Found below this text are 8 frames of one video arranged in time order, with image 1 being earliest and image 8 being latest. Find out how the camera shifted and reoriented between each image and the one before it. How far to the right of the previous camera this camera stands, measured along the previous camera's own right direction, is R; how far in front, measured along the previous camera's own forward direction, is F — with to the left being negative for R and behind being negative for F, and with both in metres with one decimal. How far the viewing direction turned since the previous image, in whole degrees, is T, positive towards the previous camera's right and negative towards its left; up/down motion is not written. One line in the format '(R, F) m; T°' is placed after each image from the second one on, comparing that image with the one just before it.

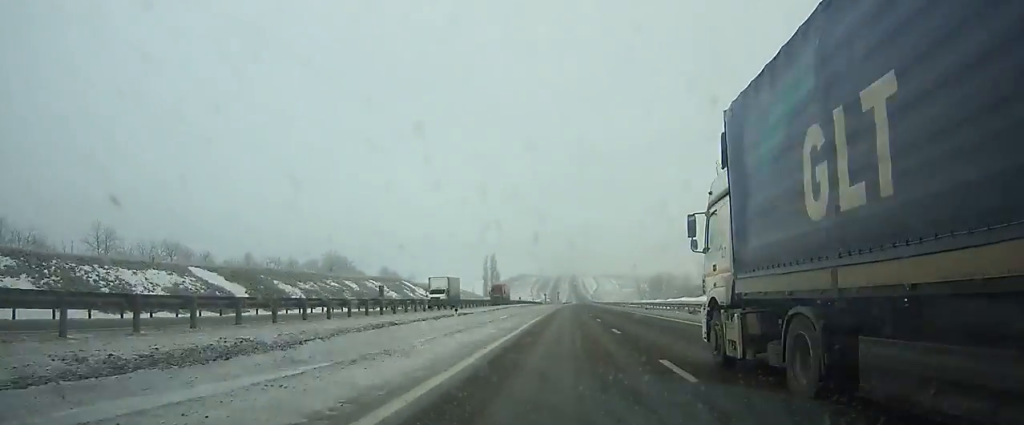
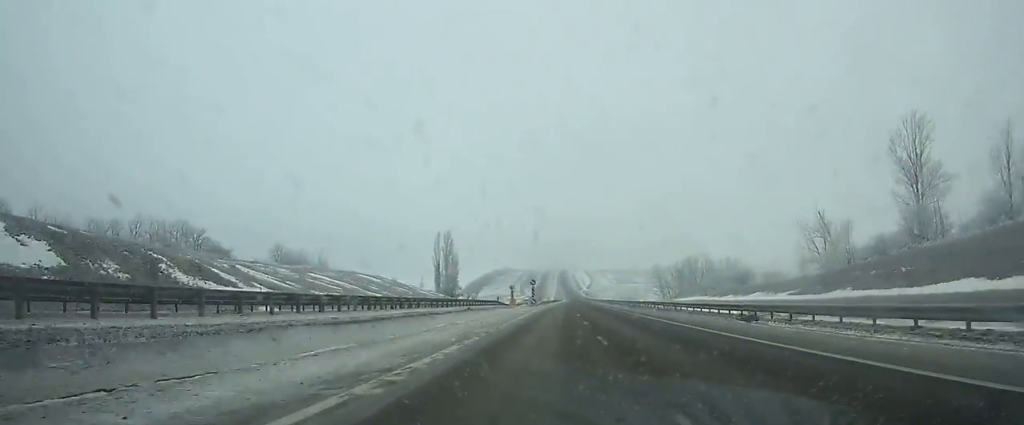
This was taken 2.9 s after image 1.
(+0.7, +96.5) m; +1°
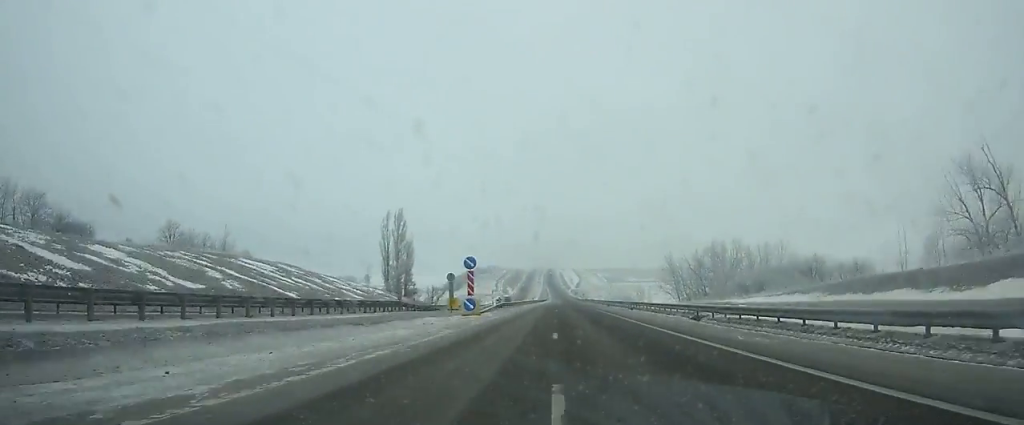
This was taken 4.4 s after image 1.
(+0.2, +48.7) m; 0°
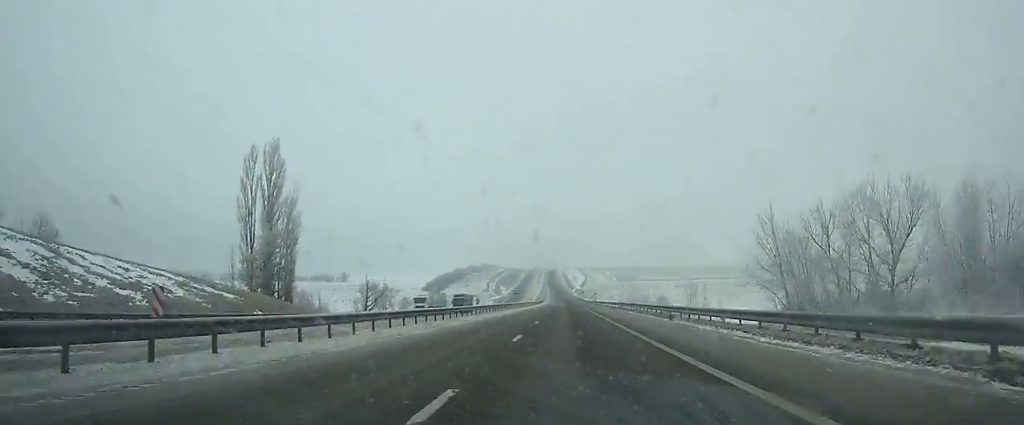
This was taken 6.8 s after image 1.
(+0.5, +75.8) m; 0°
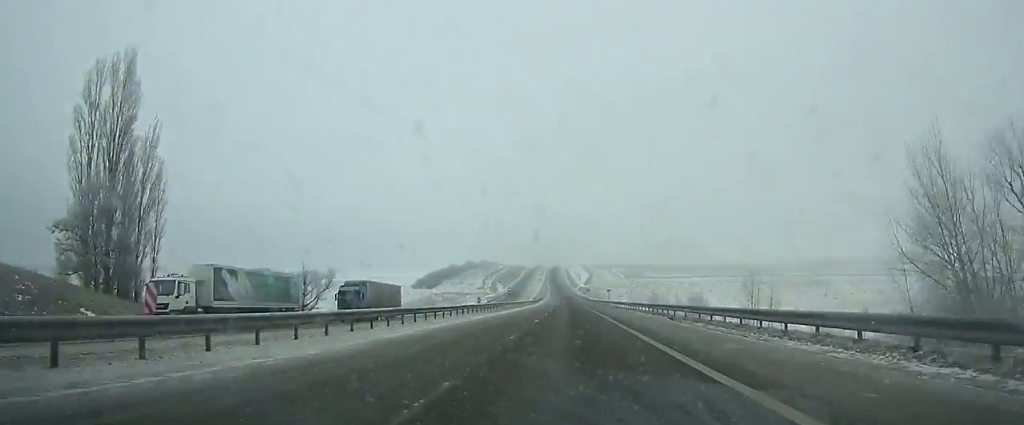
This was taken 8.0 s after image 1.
(0.0, +35.7) m; 0°
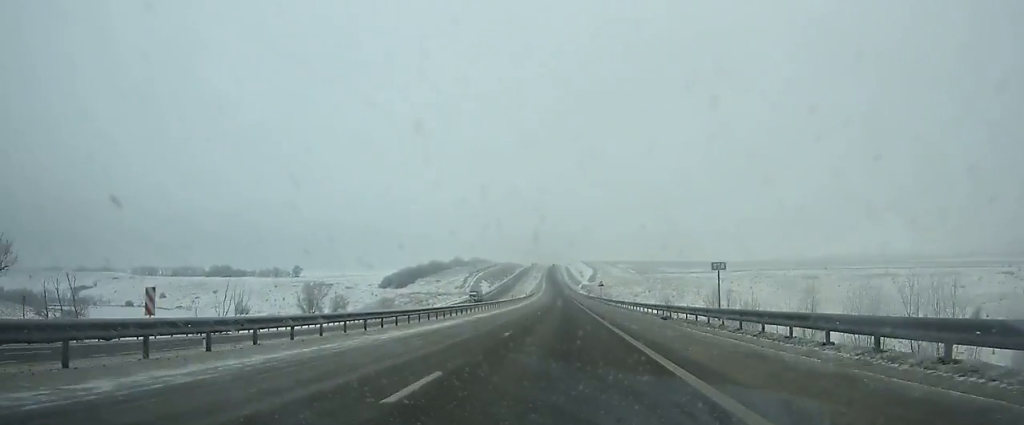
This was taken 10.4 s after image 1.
(-0.2, +70.5) m; -1°
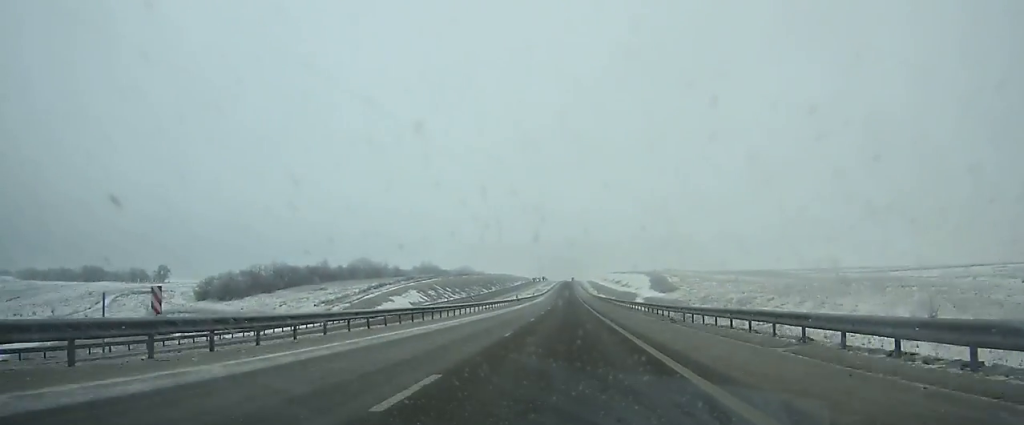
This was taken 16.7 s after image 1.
(-2.8, +183.5) m; -1°
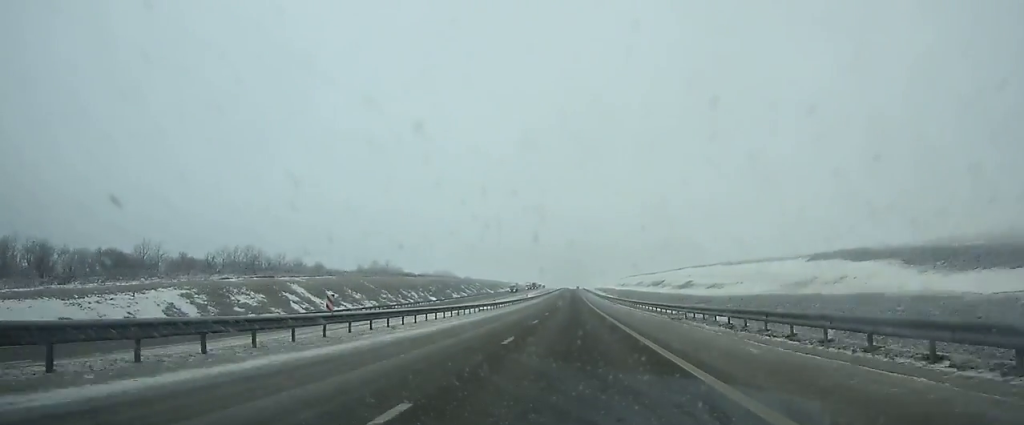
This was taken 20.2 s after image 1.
(-0.2, +100.6) m; 0°
